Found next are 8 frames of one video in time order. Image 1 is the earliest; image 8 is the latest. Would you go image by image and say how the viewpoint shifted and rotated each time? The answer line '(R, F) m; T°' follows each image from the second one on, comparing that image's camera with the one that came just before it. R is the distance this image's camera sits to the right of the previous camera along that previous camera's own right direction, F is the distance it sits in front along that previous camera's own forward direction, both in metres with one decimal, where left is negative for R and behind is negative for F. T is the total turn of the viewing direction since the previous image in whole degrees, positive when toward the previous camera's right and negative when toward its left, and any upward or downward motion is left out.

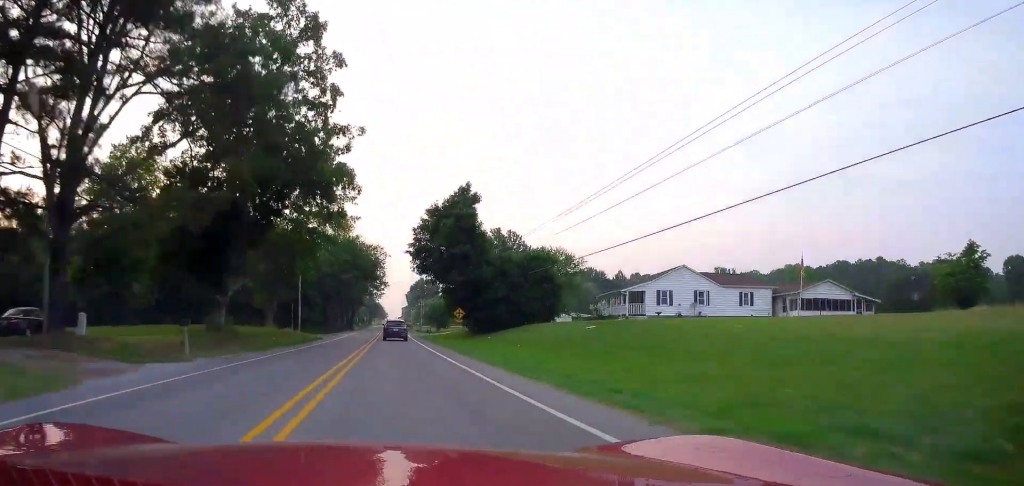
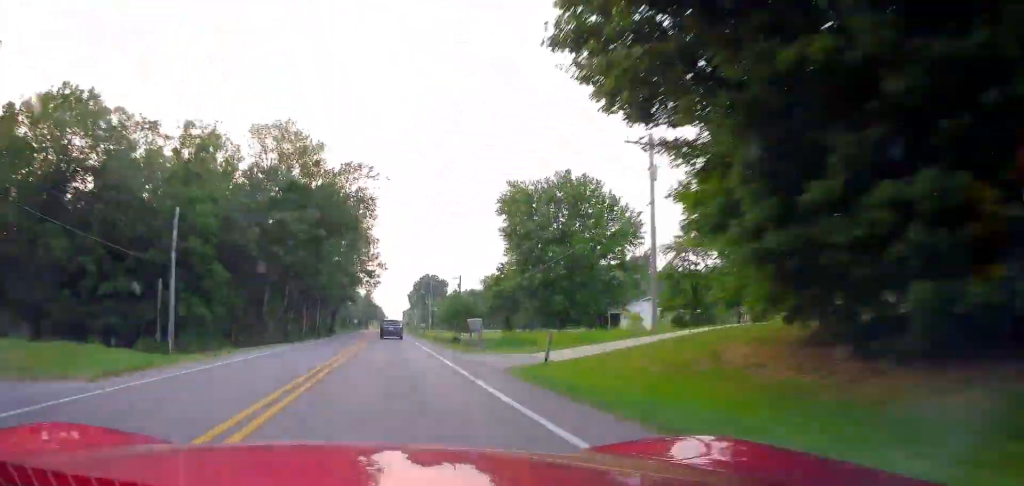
(0.0, +49.2) m; 0°
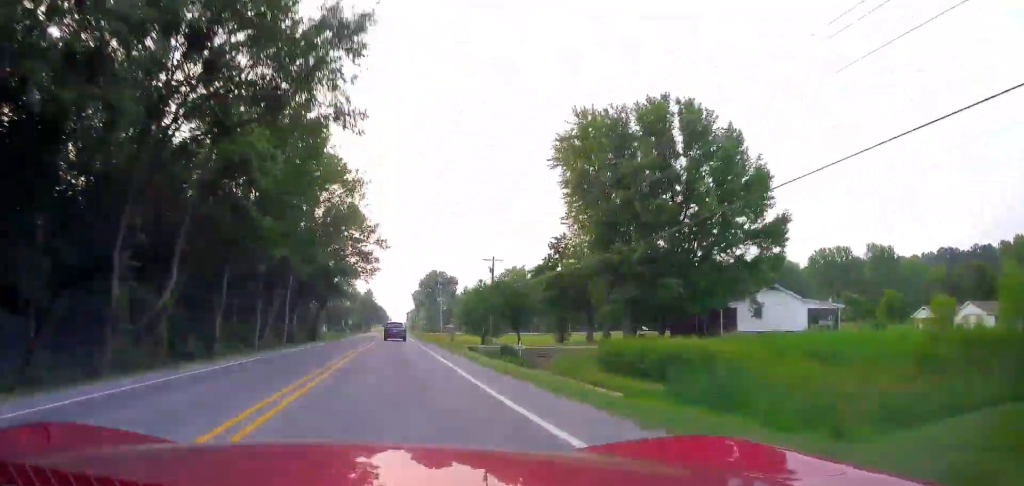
(0.0, +28.2) m; 0°
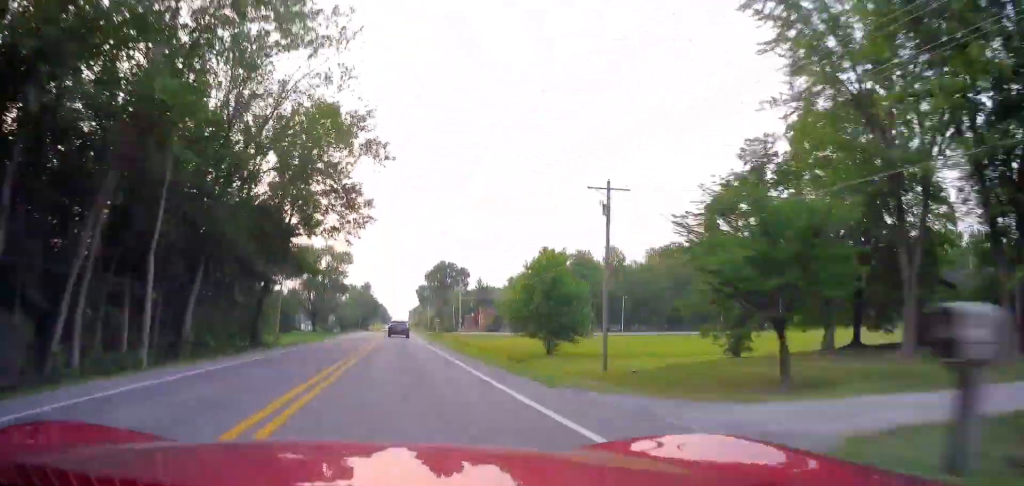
(+0.1, +35.6) m; 0°
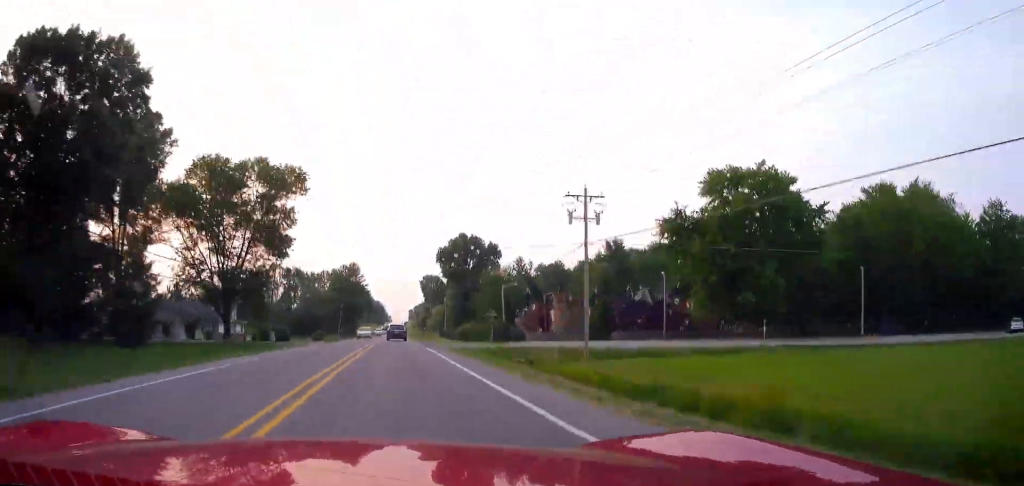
(-0.4, +68.4) m; -1°
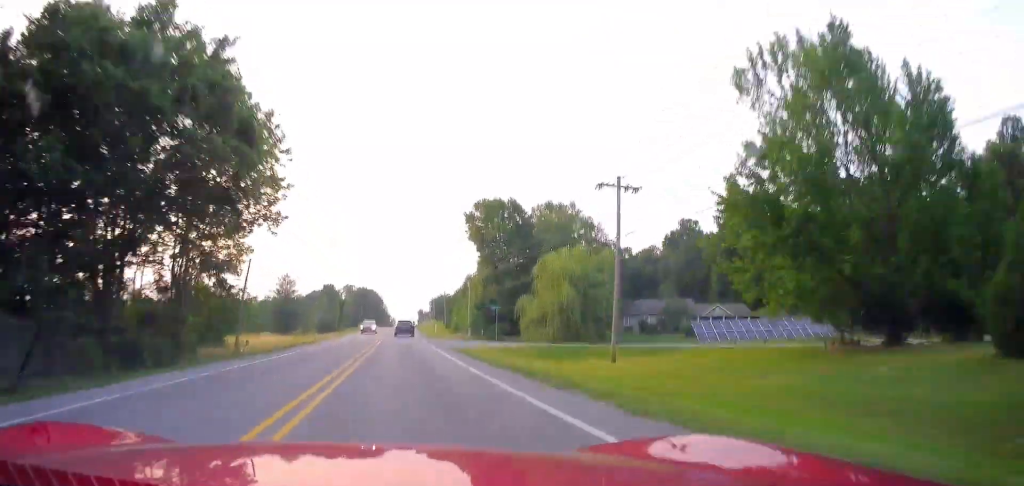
(+1.1, +152.7) m; +1°
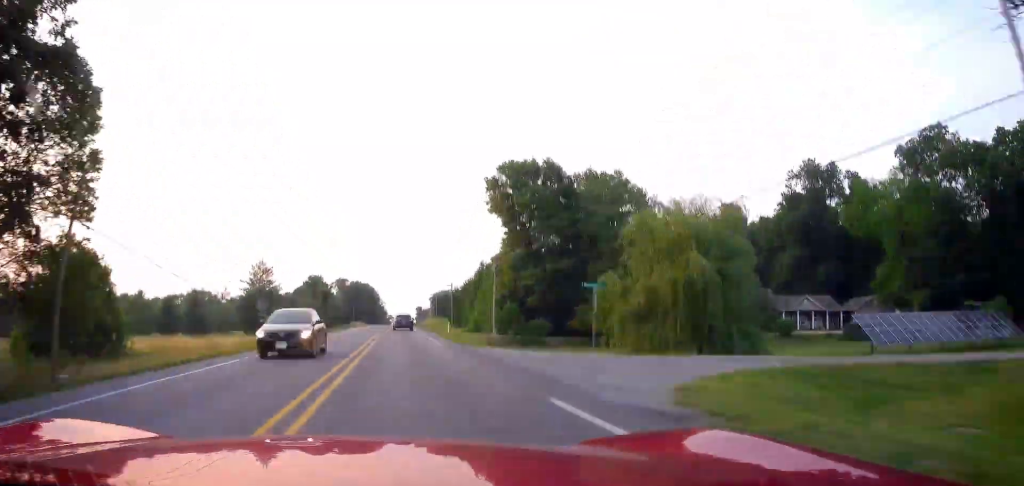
(0.0, +24.6) m; 0°
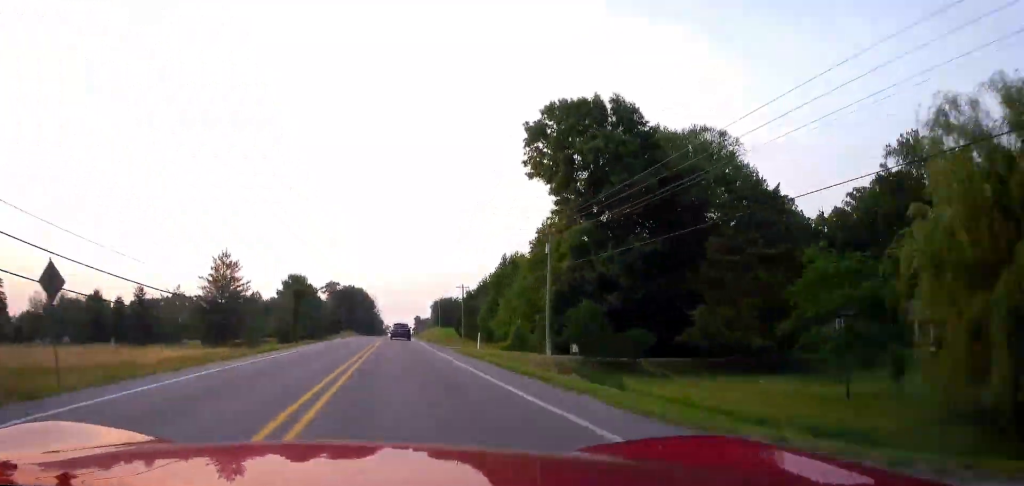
(+0.2, +24.6) m; 0°
